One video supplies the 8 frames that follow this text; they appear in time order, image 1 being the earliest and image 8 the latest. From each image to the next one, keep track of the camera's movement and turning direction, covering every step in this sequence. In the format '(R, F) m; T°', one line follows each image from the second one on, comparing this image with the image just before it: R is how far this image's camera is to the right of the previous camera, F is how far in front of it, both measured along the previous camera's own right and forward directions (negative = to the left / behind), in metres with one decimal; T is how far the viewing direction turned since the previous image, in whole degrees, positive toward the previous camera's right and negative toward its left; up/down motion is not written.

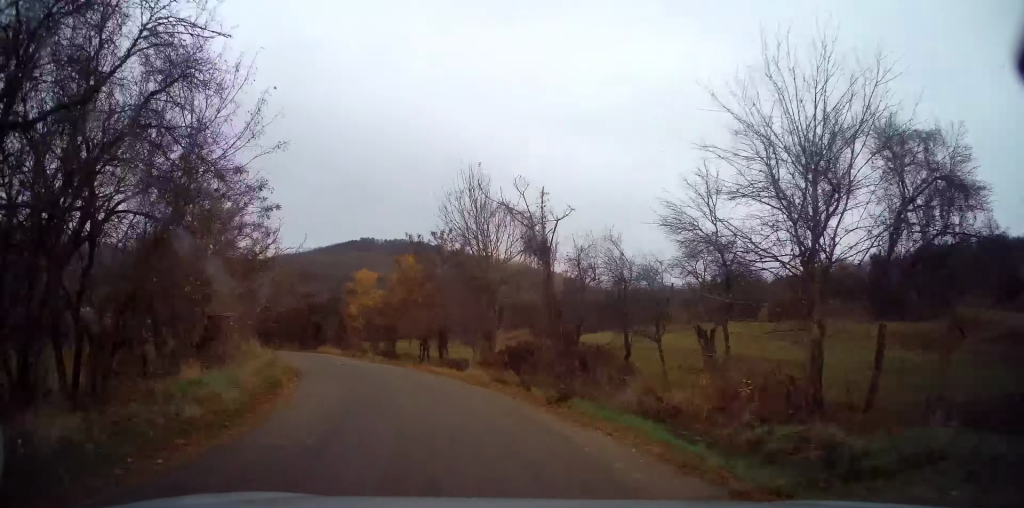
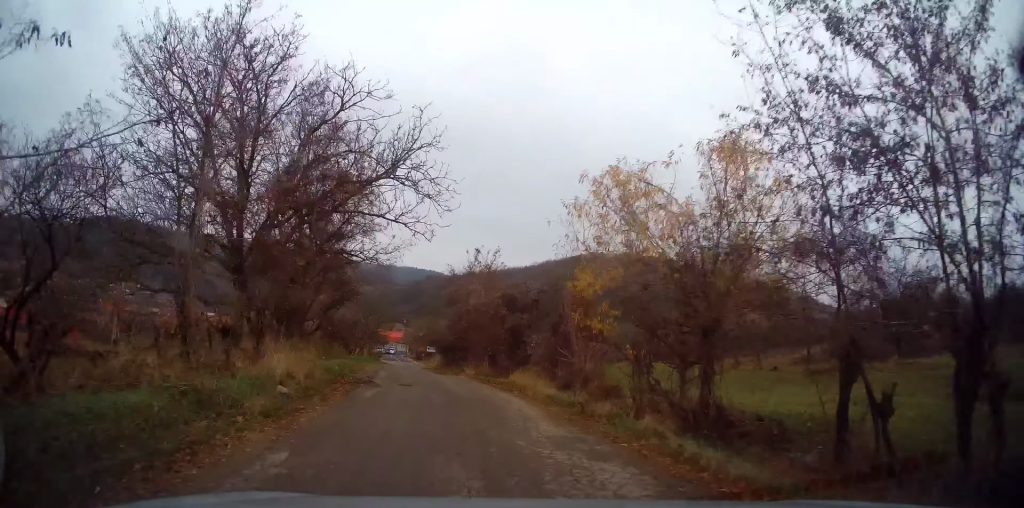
(-4.3, +20.1) m; -20°
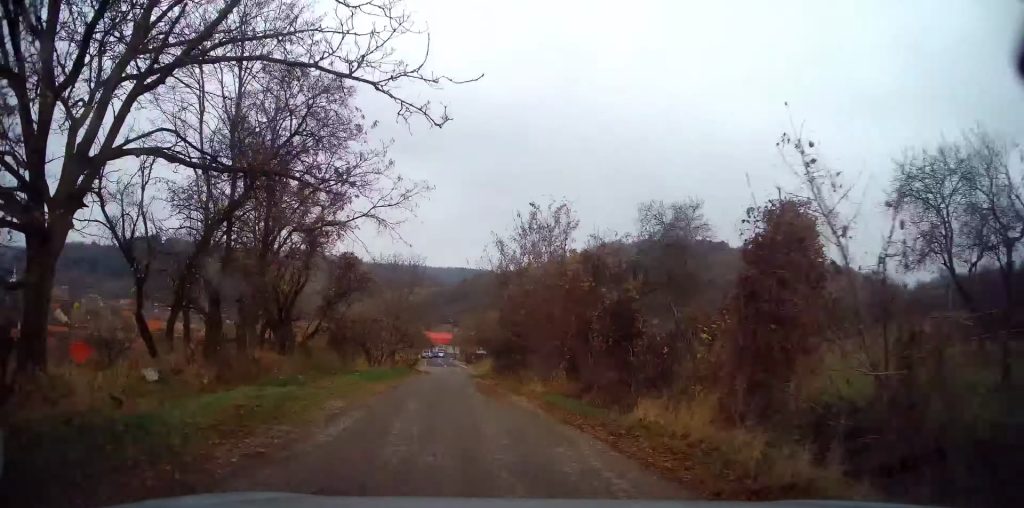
(-0.3, +10.8) m; -6°
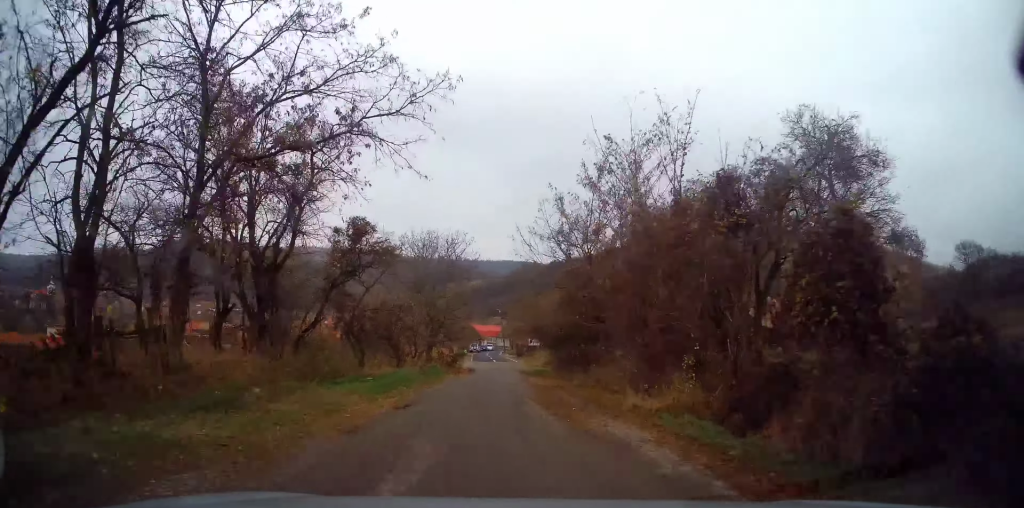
(-0.4, +7.3) m; -4°
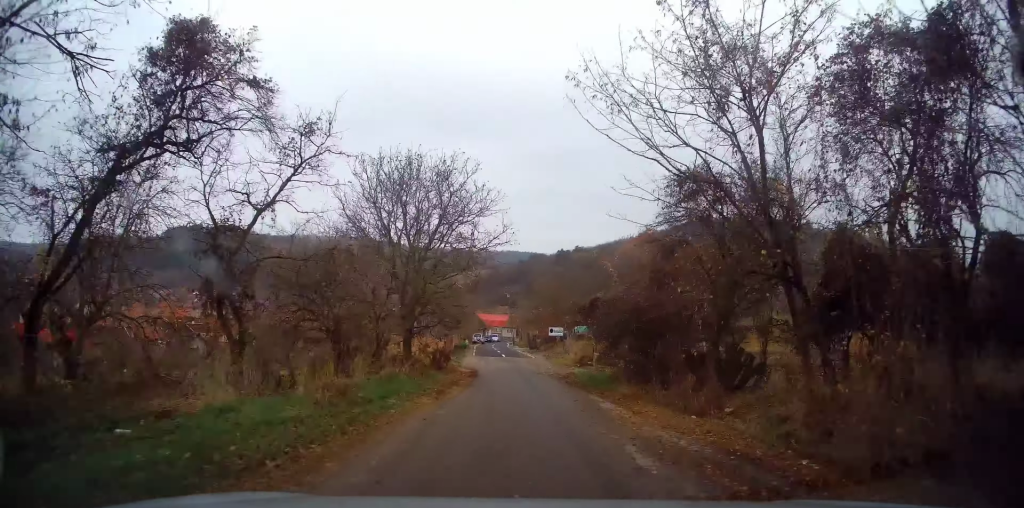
(-0.8, +13.9) m; -1°
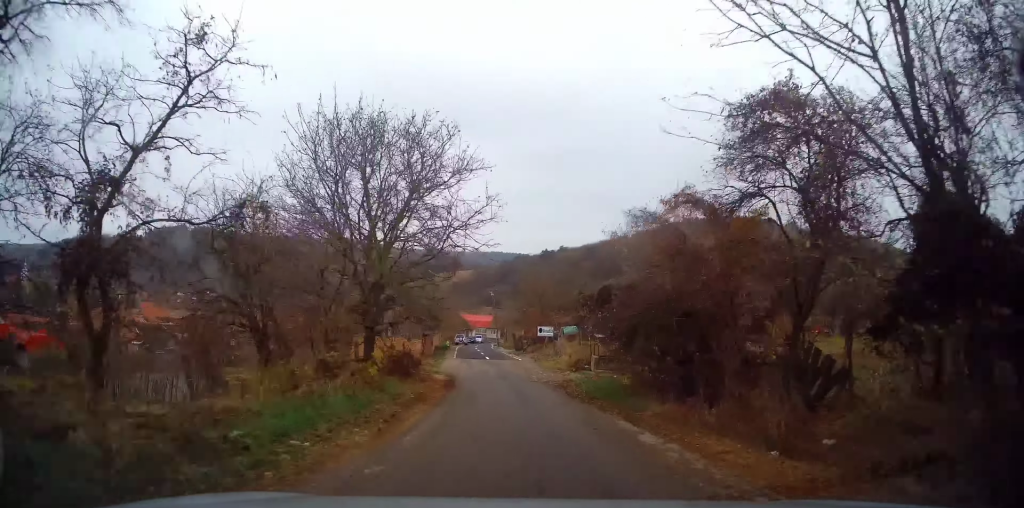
(0.0, +4.4) m; +1°
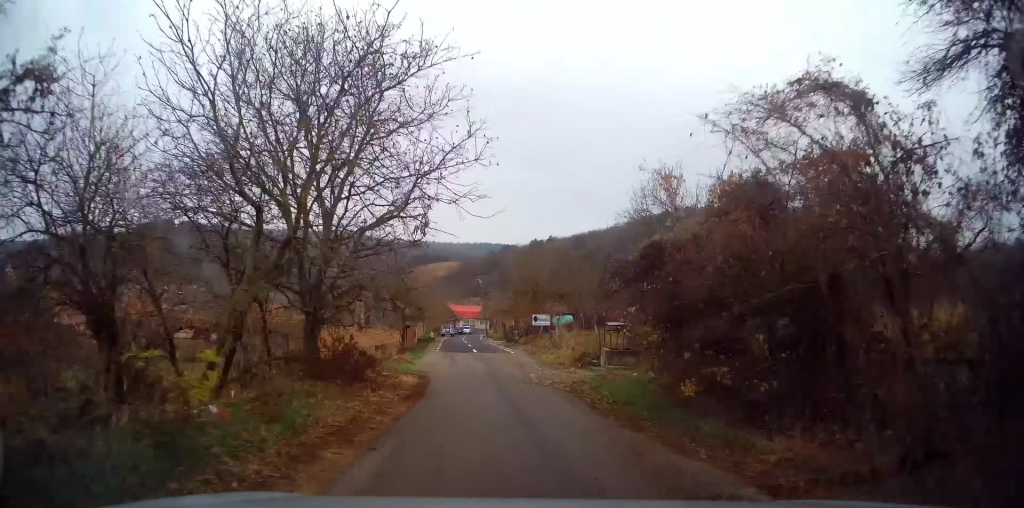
(+0.3, +5.1) m; 0°
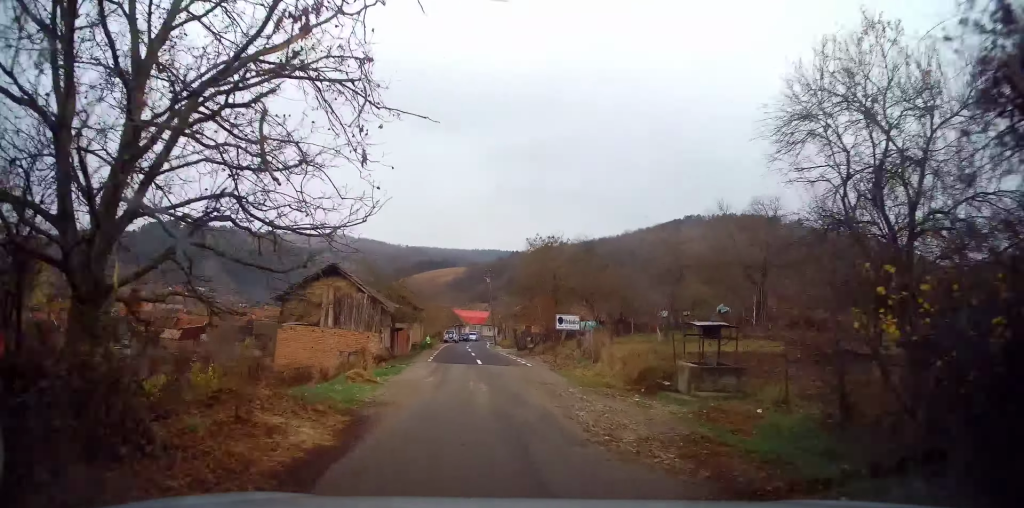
(+0.1, +8.5) m; -1°
